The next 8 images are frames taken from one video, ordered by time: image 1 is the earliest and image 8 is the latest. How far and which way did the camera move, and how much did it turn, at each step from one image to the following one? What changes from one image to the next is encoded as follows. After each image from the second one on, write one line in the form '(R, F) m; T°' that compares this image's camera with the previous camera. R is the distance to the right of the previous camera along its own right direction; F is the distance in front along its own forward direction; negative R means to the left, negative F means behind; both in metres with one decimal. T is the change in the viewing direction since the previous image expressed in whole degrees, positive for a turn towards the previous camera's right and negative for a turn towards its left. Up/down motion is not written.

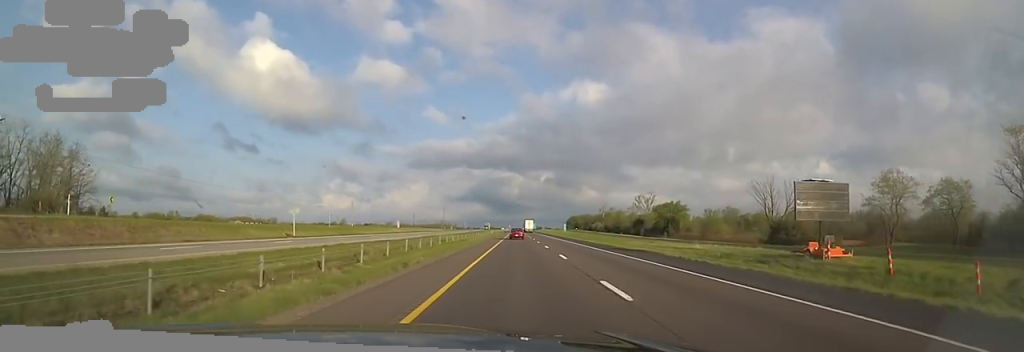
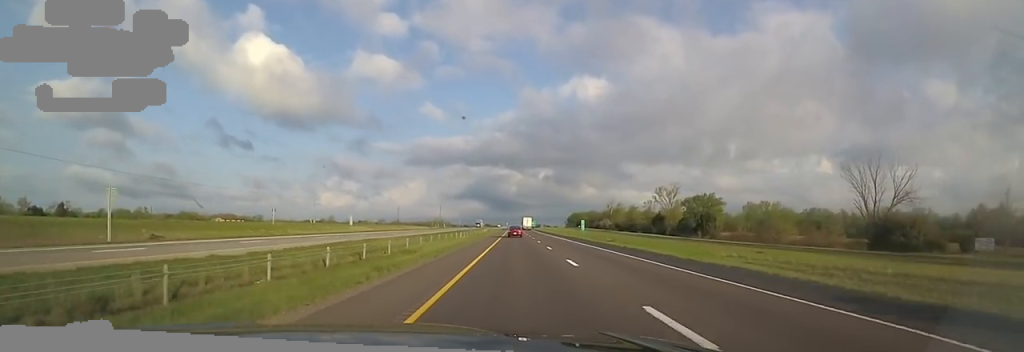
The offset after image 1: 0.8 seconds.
(-0.1, +28.5) m; 0°
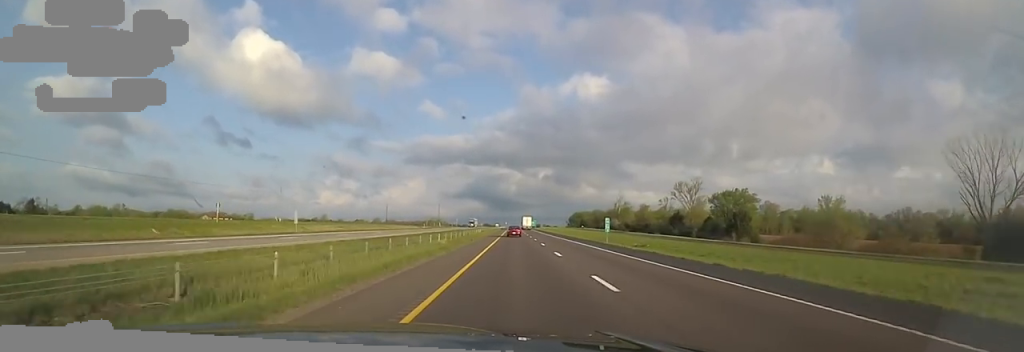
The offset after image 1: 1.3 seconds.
(-0.2, +19.0) m; 0°
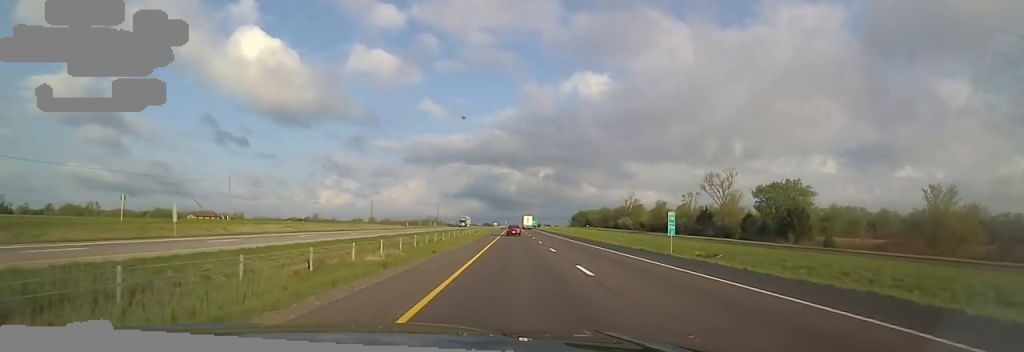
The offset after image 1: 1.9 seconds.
(+0.1, +21.1) m; 0°
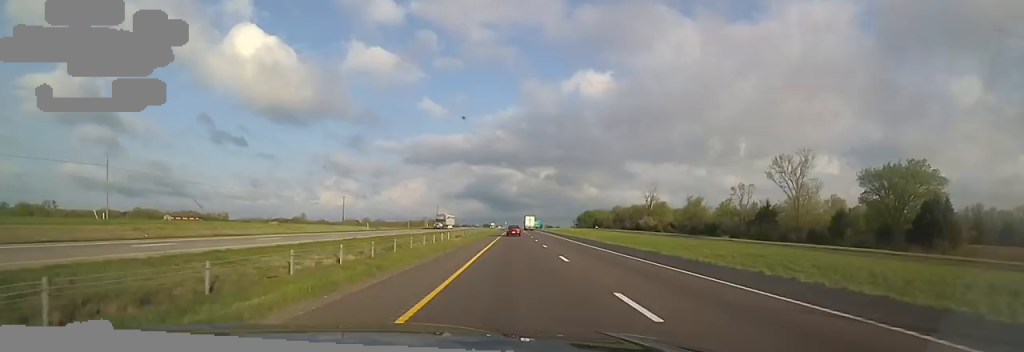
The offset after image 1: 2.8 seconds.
(+0.2, +30.2) m; +1°
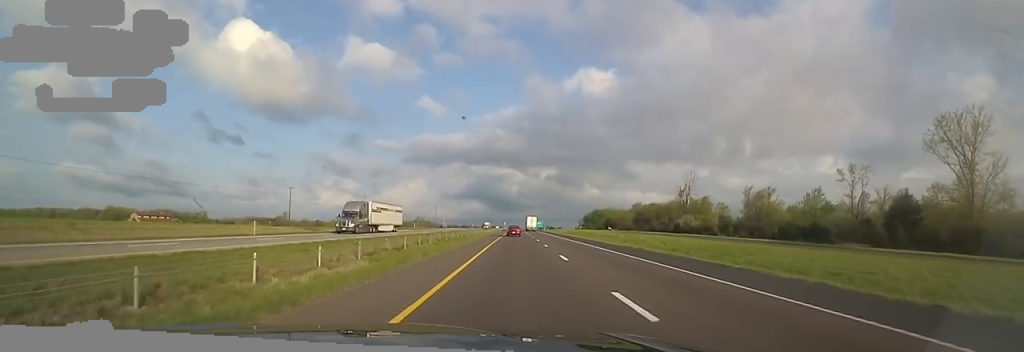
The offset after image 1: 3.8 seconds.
(+0.2, +35.7) m; +1°
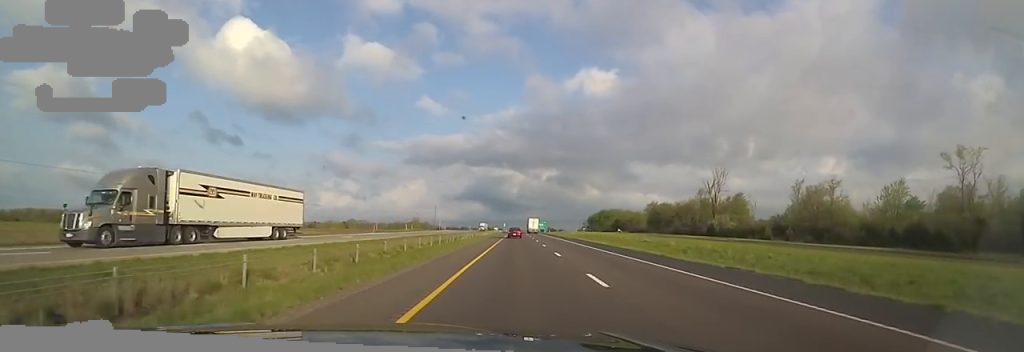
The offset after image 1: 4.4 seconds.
(+0.1, +19.9) m; 0°
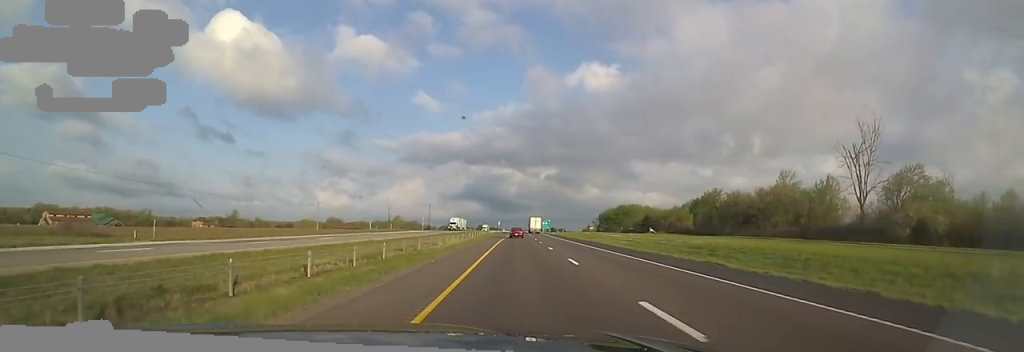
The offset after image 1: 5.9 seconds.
(-0.8, +55.9) m; -1°
